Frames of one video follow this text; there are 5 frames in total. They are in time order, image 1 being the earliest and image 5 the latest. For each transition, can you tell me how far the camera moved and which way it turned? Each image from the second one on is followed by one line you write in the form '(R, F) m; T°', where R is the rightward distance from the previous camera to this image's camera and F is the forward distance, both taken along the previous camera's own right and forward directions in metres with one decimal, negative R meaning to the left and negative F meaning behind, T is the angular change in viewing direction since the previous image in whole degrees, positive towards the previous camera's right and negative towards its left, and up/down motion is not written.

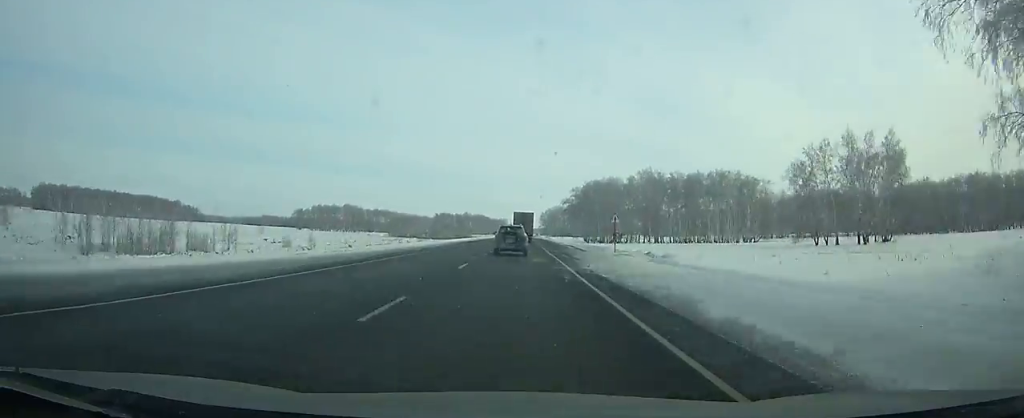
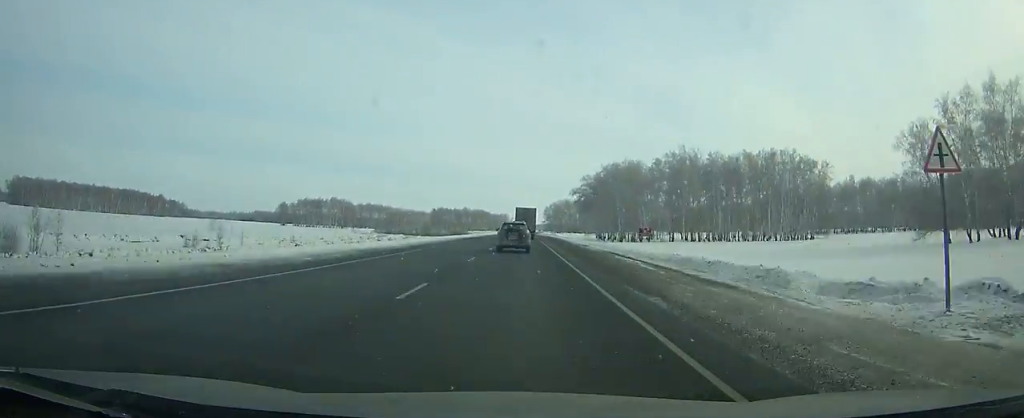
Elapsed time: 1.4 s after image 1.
(+0.1, +35.2) m; 0°
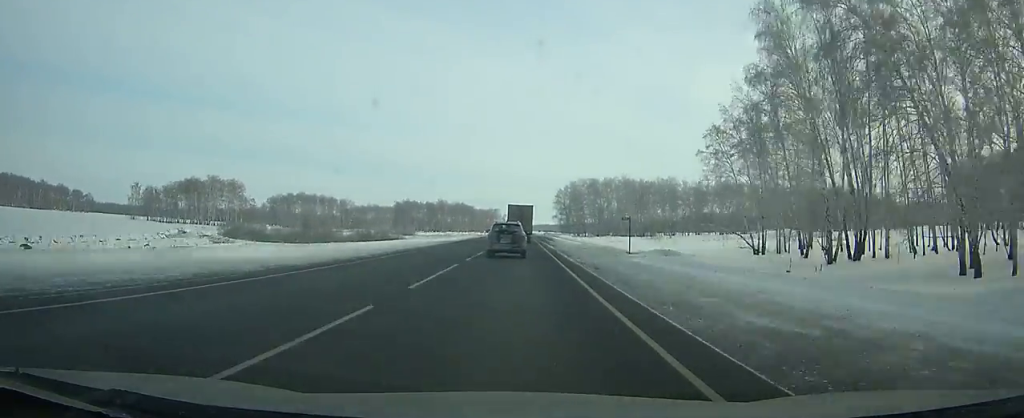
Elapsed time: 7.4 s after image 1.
(+0.5, +146.8) m; 0°
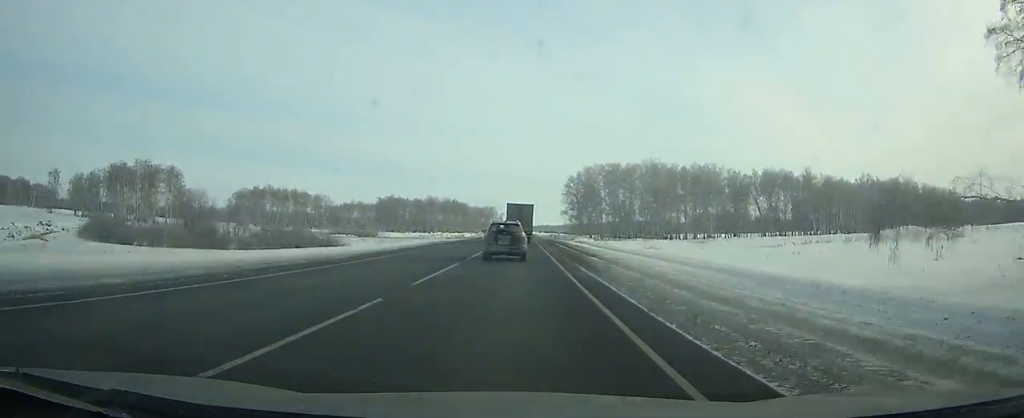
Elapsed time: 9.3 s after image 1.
(+0.1, +44.2) m; 0°
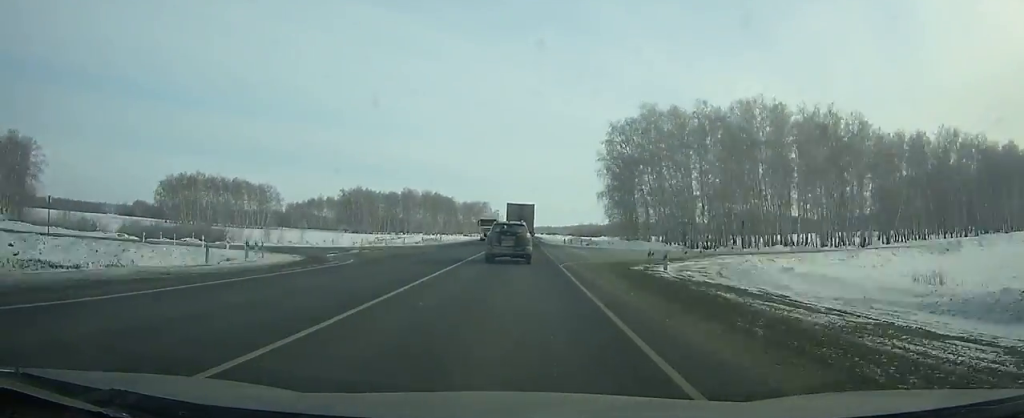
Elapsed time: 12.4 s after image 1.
(-0.1, +70.3) m; 0°
